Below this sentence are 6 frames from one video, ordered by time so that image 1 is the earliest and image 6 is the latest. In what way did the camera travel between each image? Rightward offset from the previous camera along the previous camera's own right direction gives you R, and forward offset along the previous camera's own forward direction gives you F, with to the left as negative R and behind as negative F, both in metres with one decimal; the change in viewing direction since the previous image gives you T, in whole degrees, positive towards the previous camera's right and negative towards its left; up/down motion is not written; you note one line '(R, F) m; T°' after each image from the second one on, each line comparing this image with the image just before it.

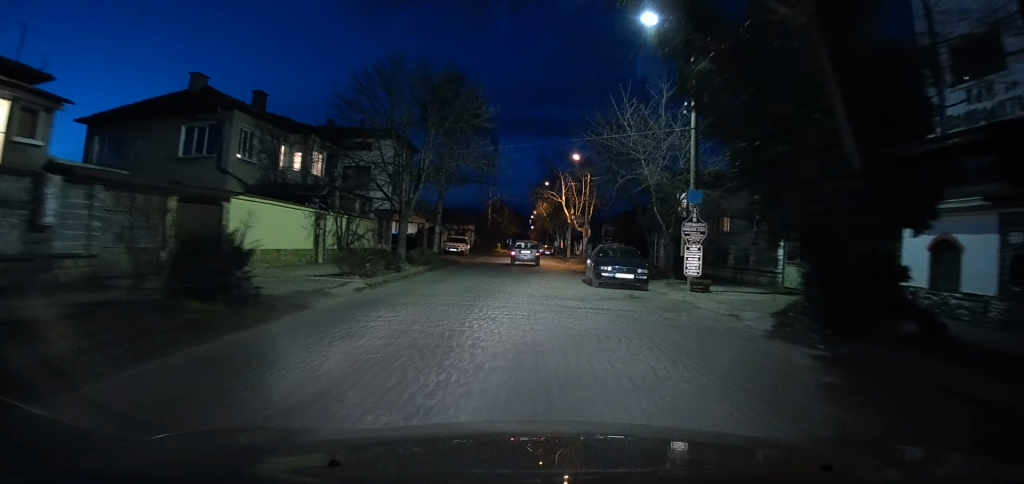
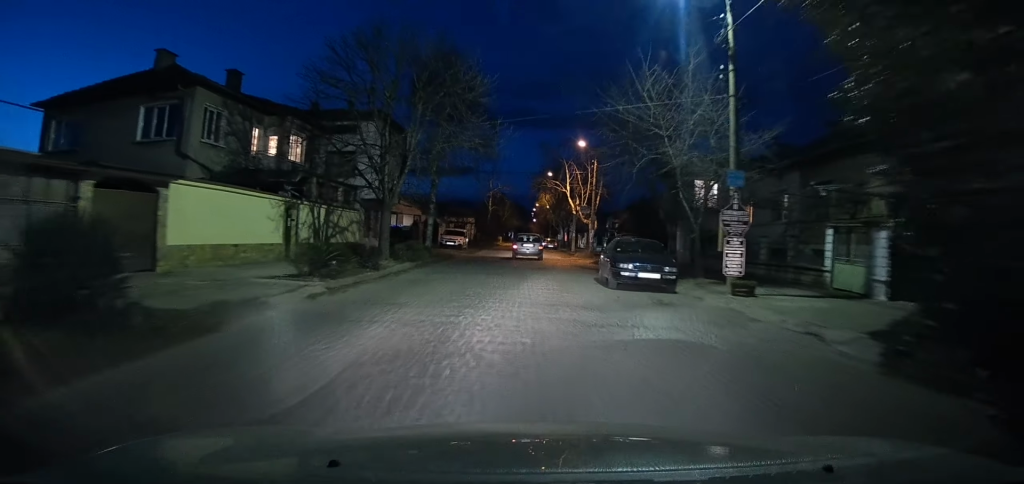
(+0.1, +3.5) m; +1°
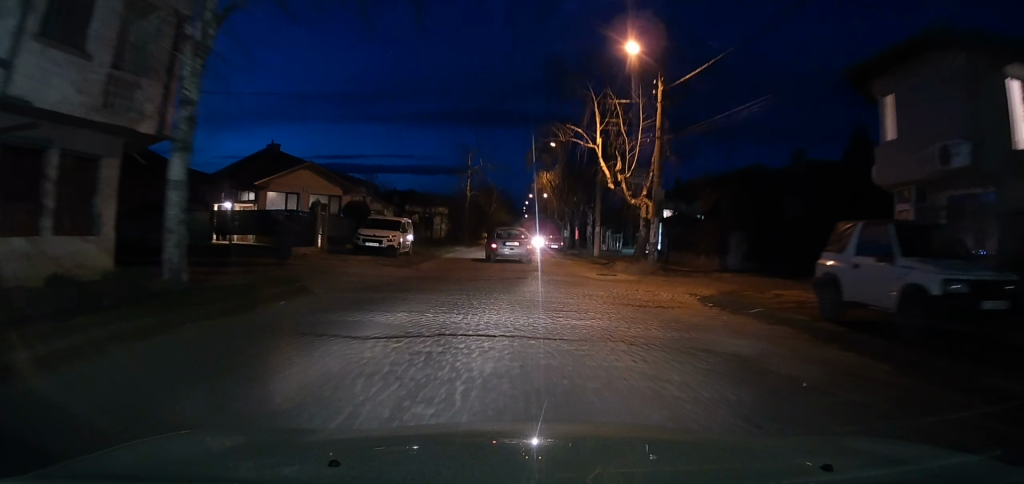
(+0.4, +25.3) m; -1°
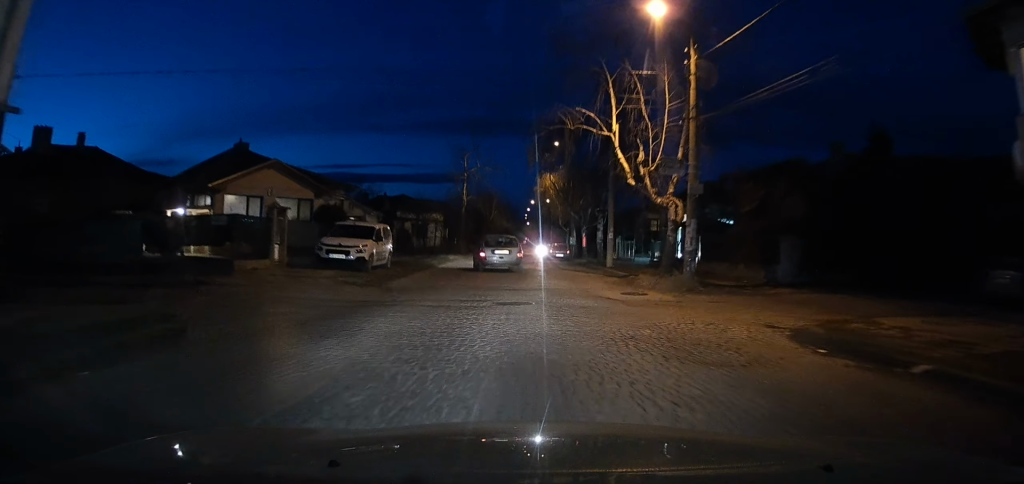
(-0.1, +5.5) m; -1°
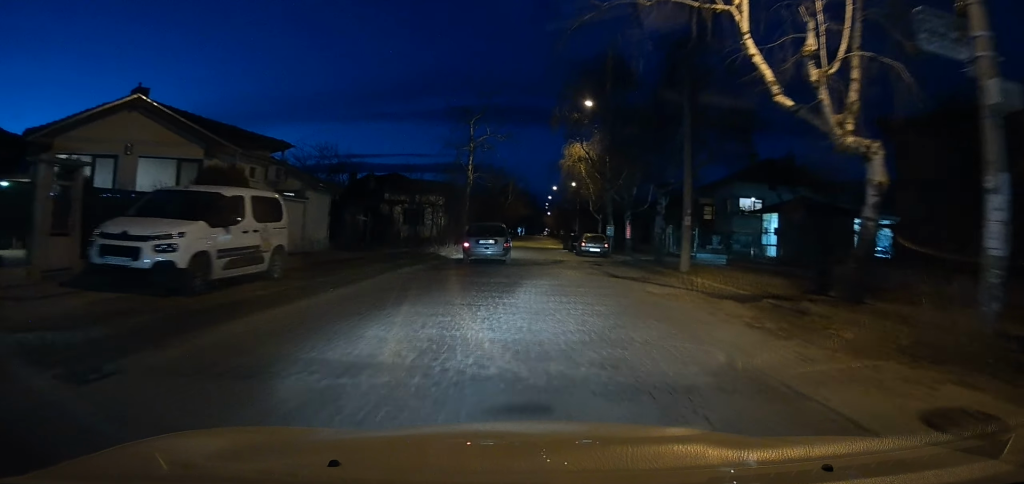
(+0.2, +12.9) m; +1°
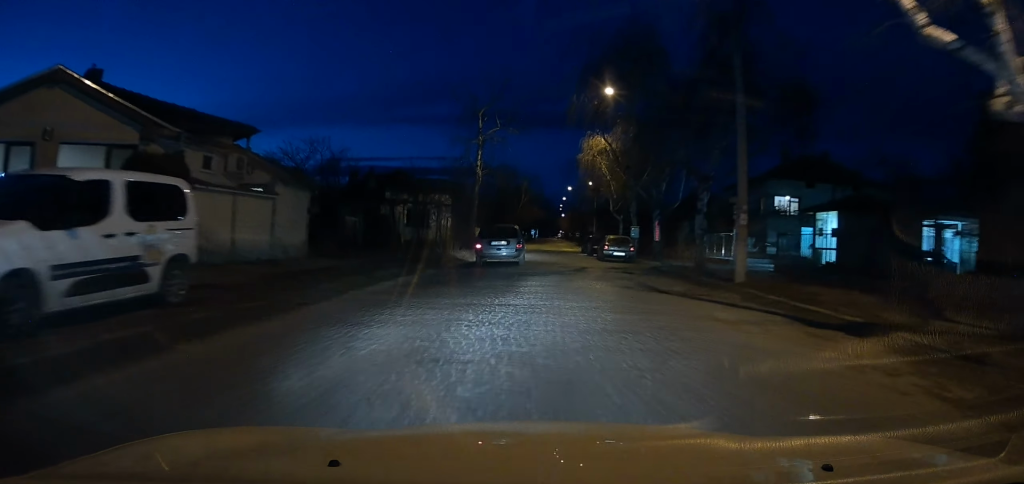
(-0.1, +4.1) m; -1°
